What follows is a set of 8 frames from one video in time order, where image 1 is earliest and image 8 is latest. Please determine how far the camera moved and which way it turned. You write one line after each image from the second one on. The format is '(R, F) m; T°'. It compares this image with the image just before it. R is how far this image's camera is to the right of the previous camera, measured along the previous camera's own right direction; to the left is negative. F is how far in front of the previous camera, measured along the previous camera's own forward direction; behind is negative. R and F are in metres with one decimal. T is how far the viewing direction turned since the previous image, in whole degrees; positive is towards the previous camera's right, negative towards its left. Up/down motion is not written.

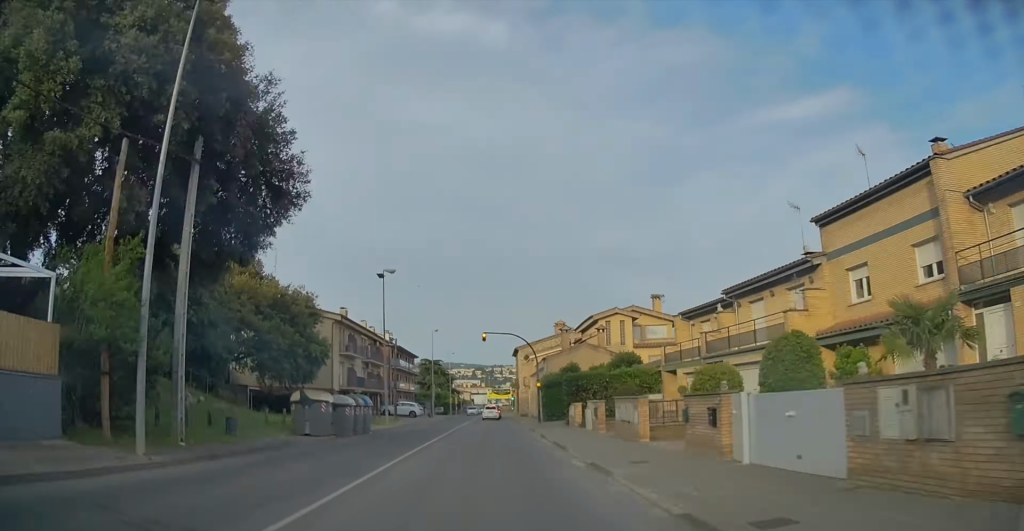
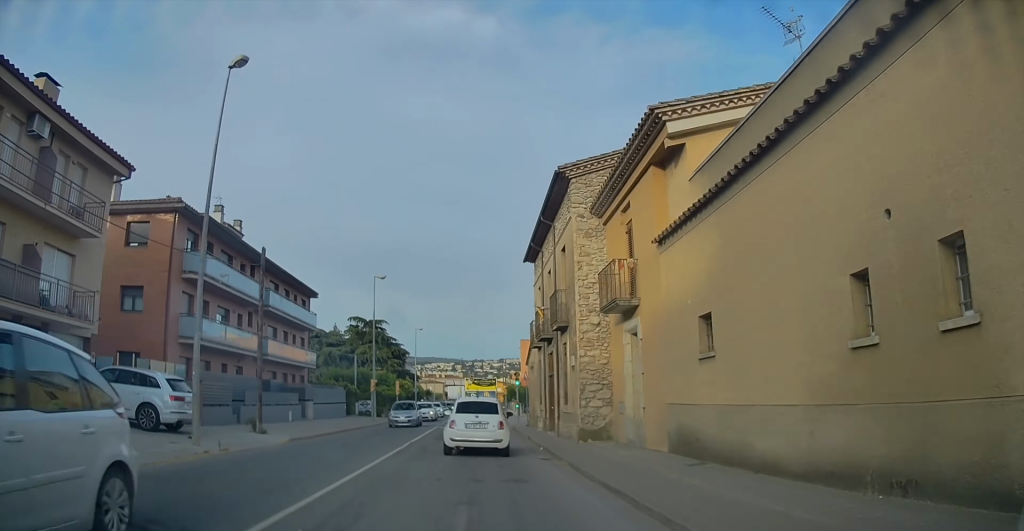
(-0.4, +73.2) m; +1°
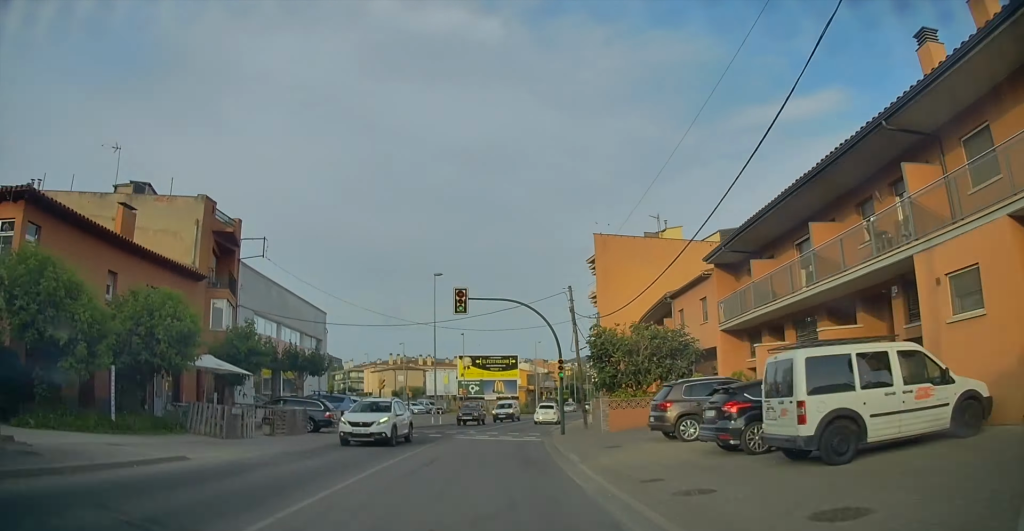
(+3.9, +98.6) m; +7°
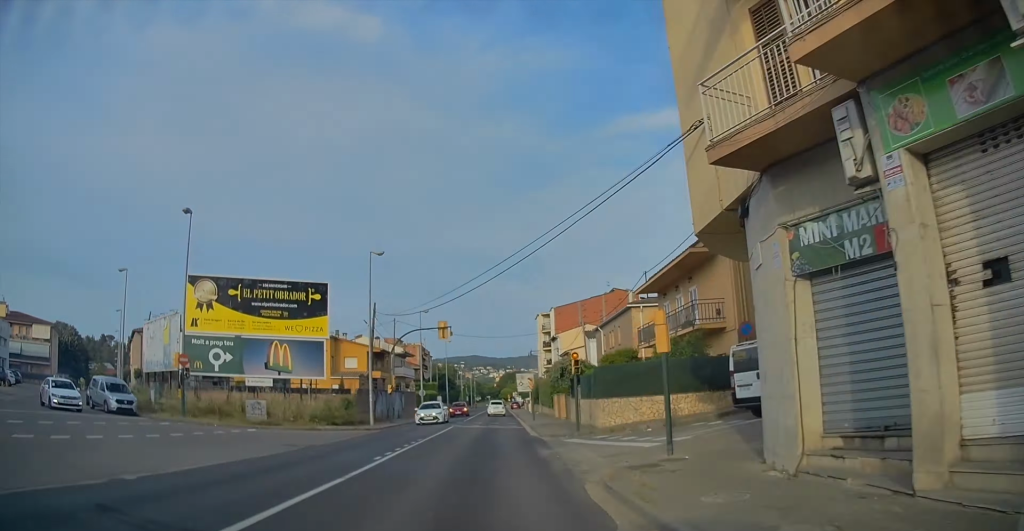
(+2.5, +47.4) m; +4°
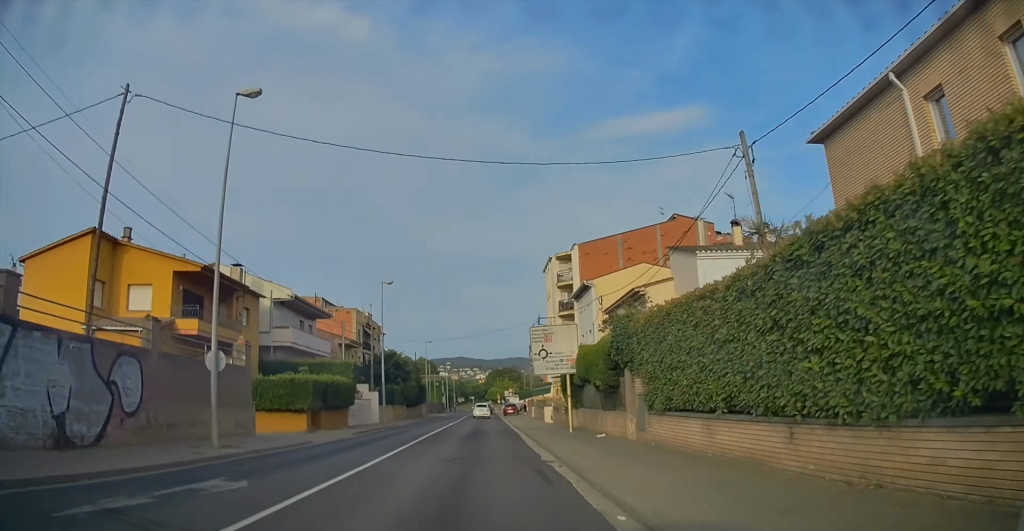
(+0.7, +32.6) m; +1°
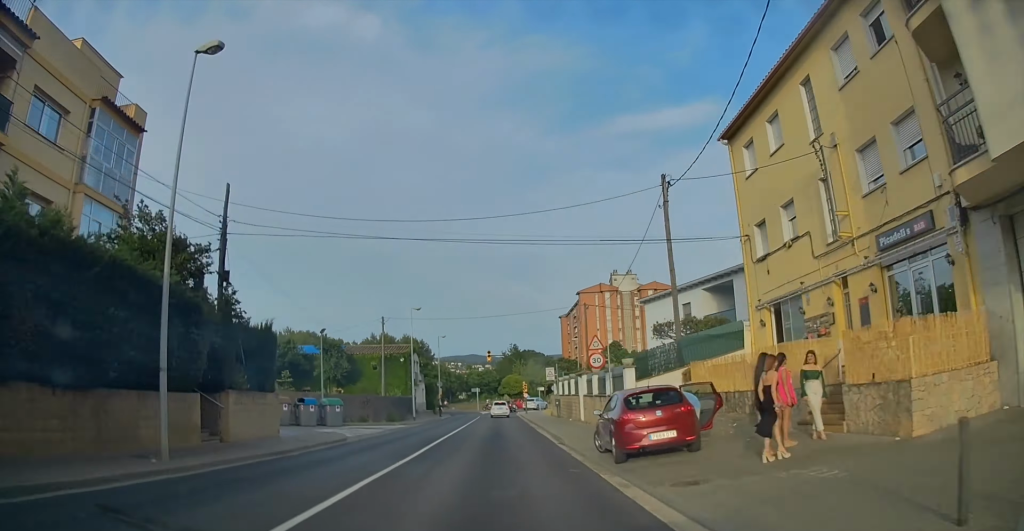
(+0.5, +45.8) m; +2°
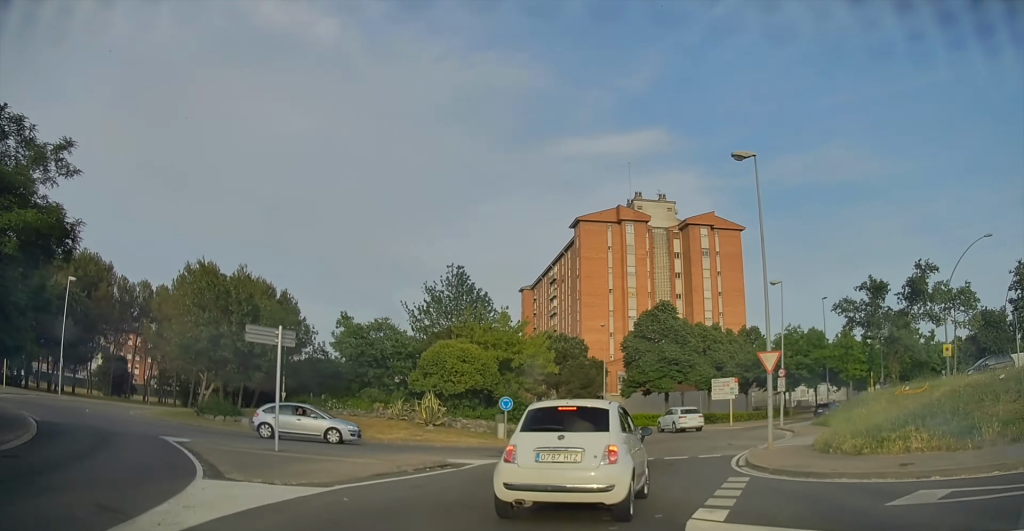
(+5.0, +84.7) m; +2°
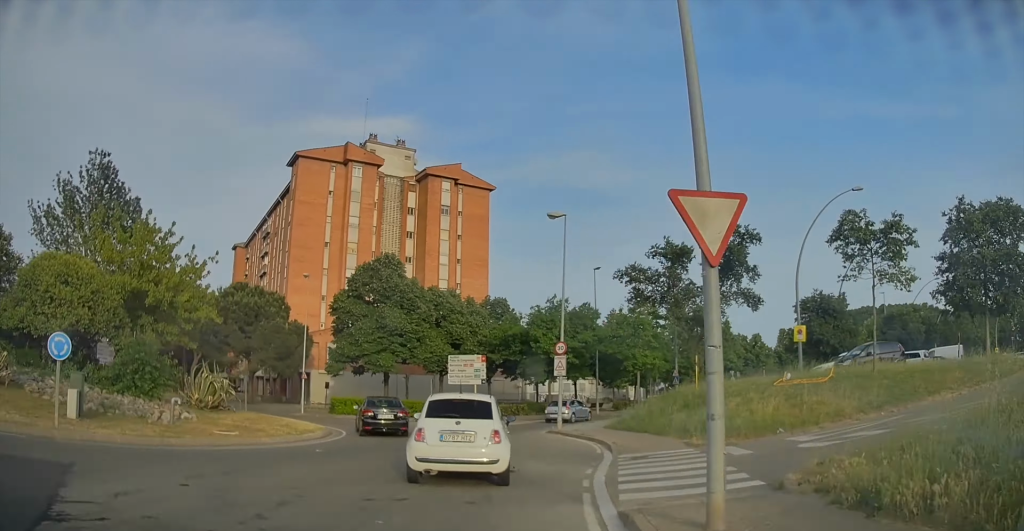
(+0.3, +31.3) m; -2°
